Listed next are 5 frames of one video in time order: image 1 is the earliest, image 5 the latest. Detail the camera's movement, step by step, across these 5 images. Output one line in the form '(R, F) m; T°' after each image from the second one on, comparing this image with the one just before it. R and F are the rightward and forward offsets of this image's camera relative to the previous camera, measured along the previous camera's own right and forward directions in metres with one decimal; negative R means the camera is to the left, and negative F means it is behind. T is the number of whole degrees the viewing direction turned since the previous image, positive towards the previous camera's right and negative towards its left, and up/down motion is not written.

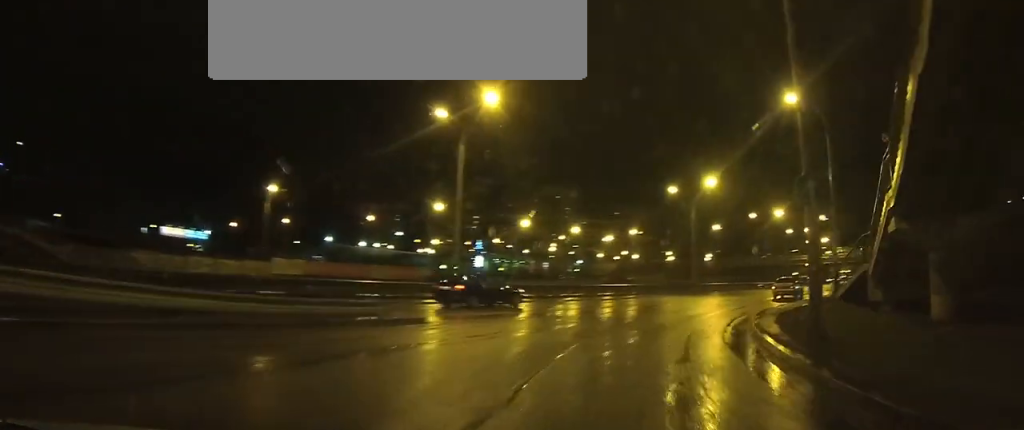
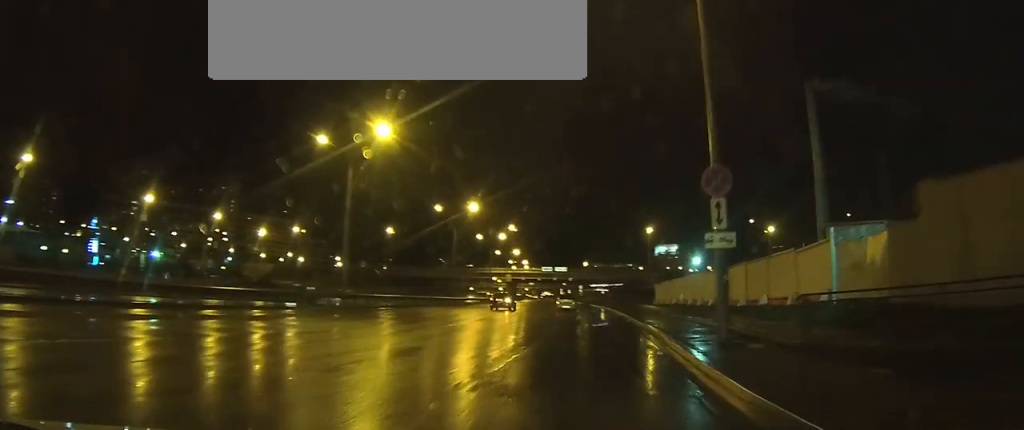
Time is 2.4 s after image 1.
(+5.0, +21.3) m; +32°
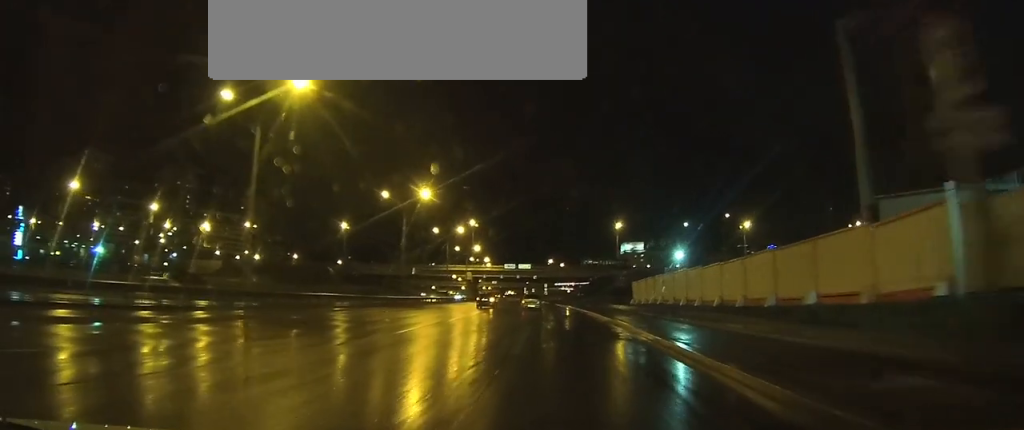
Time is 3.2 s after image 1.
(+0.6, +6.7) m; +7°
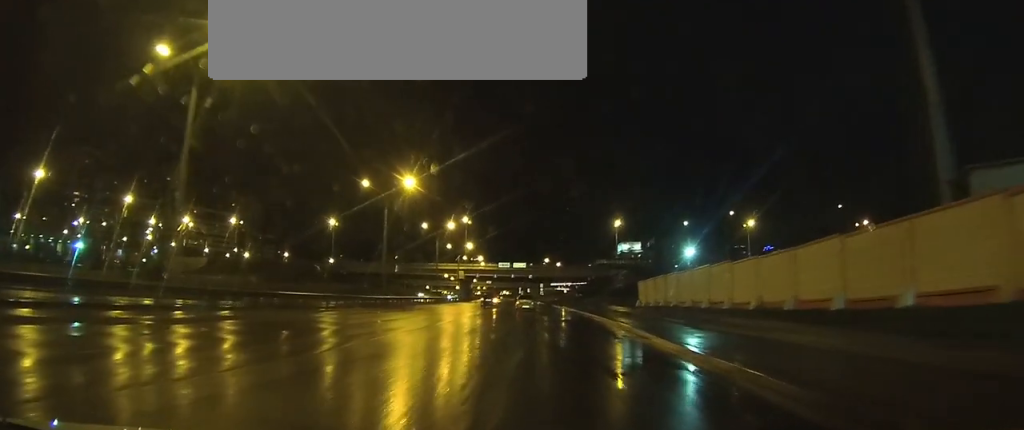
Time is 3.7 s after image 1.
(+0.2, +4.6) m; +1°
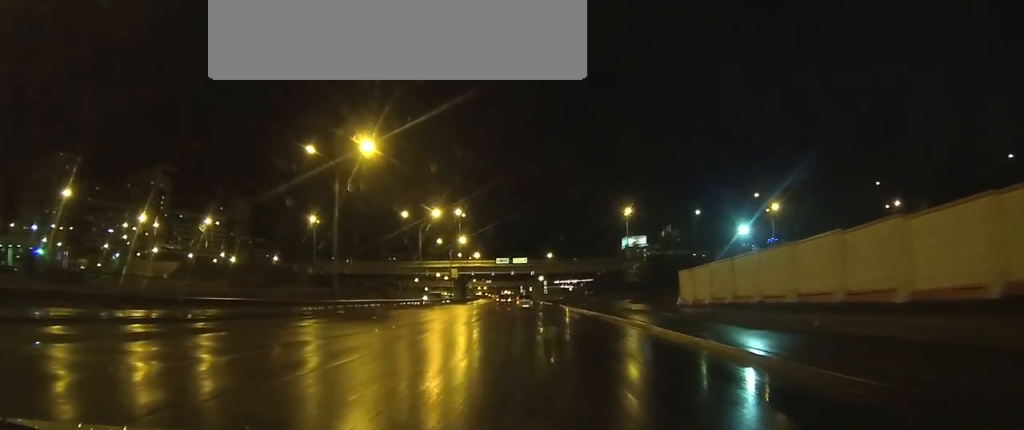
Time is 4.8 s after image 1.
(+0.1, +12.6) m; +2°
